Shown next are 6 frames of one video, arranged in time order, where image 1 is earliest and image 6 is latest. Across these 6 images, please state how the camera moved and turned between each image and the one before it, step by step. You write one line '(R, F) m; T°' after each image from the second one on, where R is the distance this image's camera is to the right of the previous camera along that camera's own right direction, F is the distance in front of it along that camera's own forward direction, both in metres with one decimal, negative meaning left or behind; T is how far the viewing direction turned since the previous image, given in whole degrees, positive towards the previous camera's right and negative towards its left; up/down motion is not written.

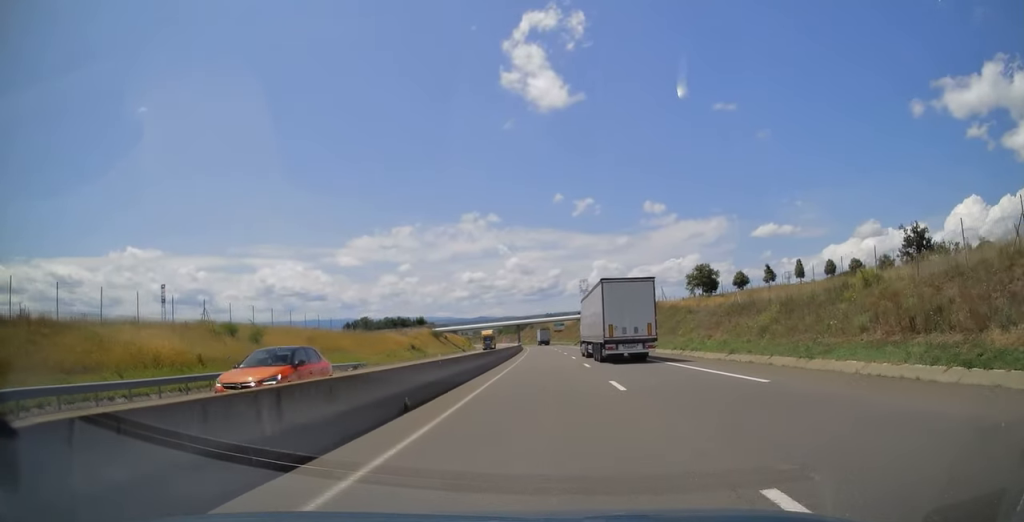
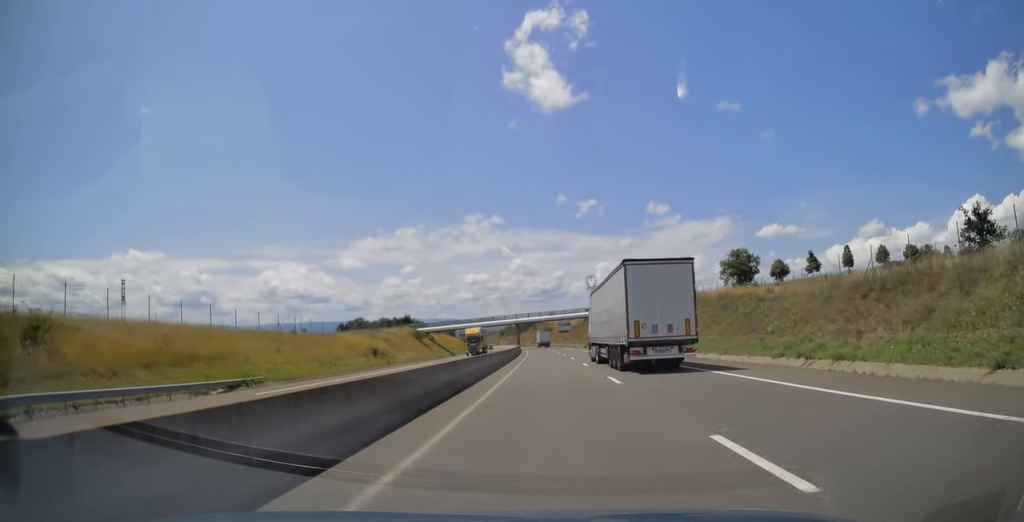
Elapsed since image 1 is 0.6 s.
(-0.2, +23.0) m; -1°
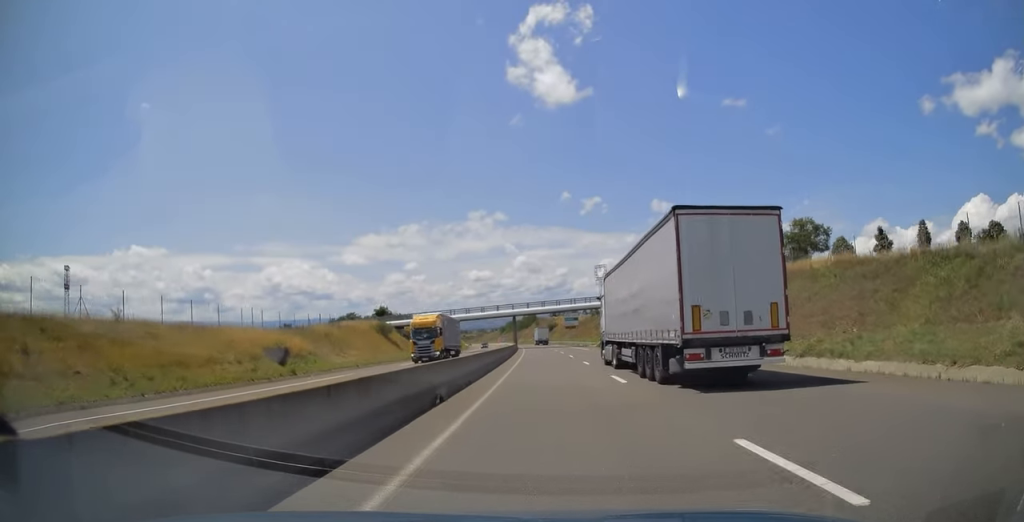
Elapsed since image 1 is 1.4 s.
(0.0, +26.6) m; 0°
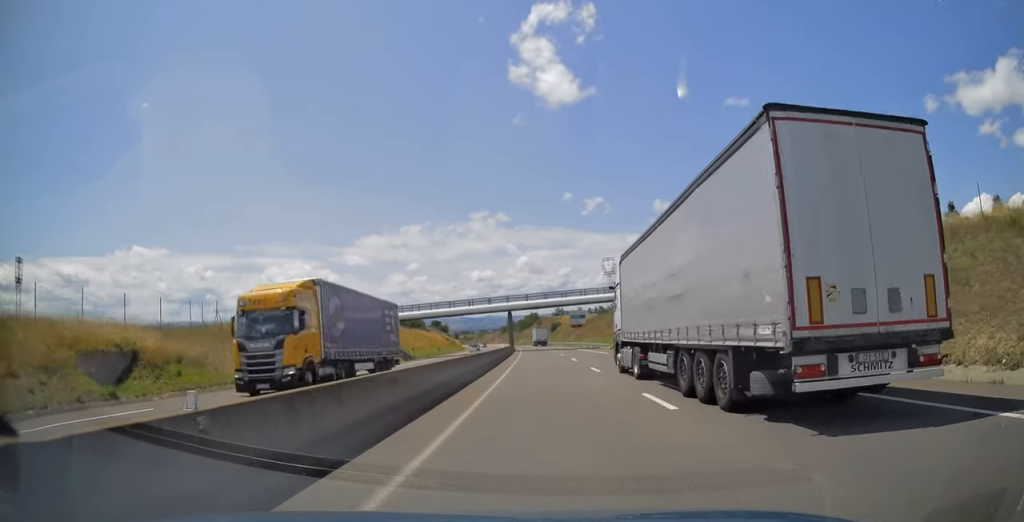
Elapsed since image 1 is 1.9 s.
(0.0, +19.5) m; 0°
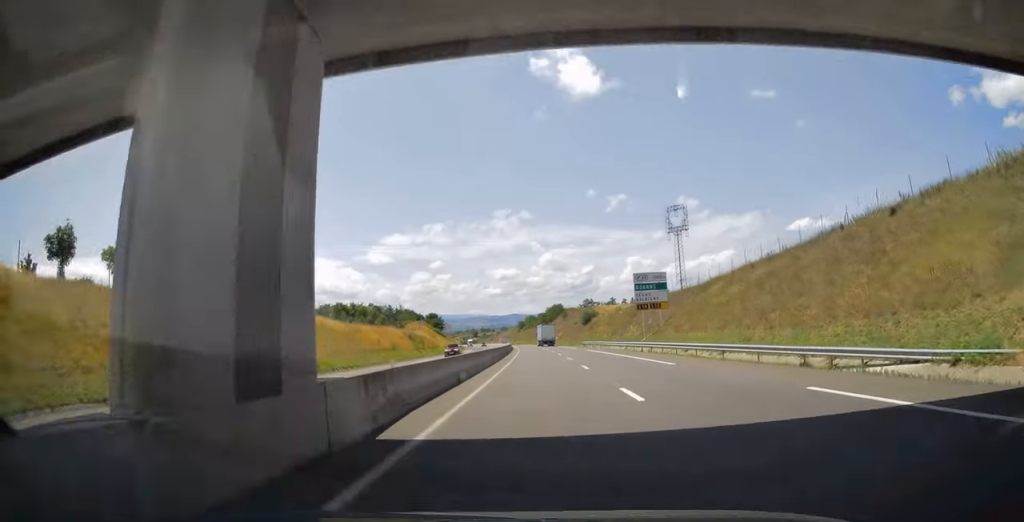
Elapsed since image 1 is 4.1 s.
(-1.1, +76.7) m; -2°
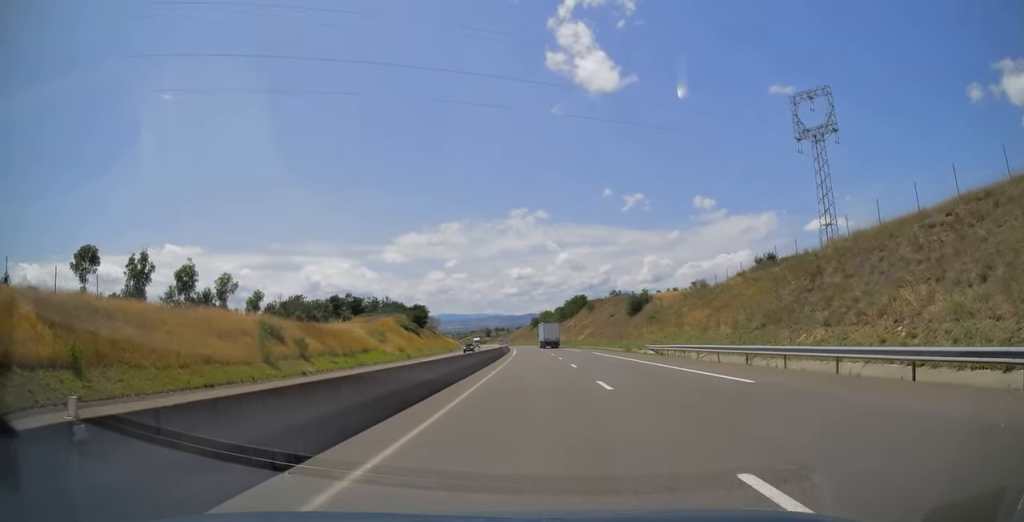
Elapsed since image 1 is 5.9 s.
(-0.8, +61.8) m; -2°
